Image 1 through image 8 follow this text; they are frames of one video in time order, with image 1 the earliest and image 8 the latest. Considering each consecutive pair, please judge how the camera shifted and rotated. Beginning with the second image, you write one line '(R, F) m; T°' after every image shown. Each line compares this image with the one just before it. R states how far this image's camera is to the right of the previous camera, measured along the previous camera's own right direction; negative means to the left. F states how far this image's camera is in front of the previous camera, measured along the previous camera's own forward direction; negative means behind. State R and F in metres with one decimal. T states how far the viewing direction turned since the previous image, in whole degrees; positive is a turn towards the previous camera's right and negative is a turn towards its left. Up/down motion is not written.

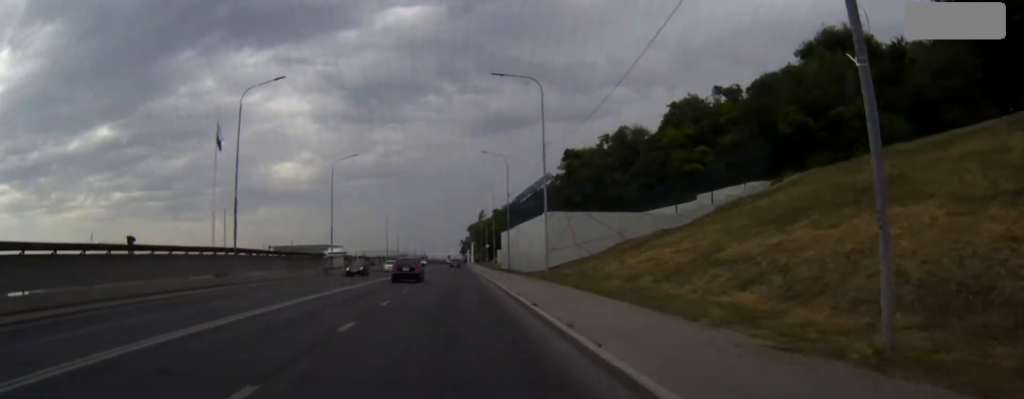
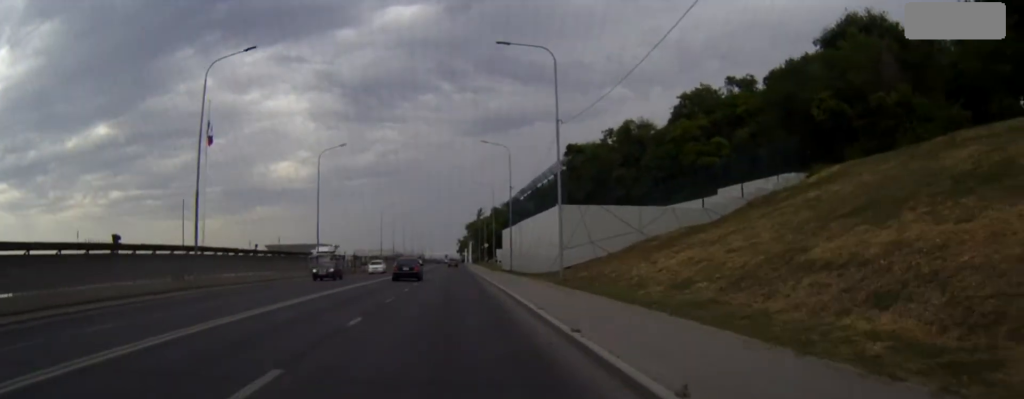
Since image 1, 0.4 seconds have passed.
(0.0, +6.7) m; 0°
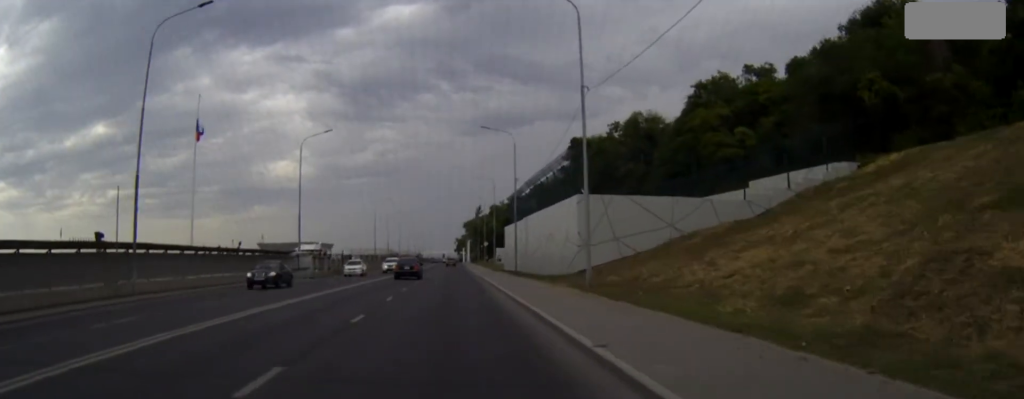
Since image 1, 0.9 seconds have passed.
(0.0, +7.8) m; 0°
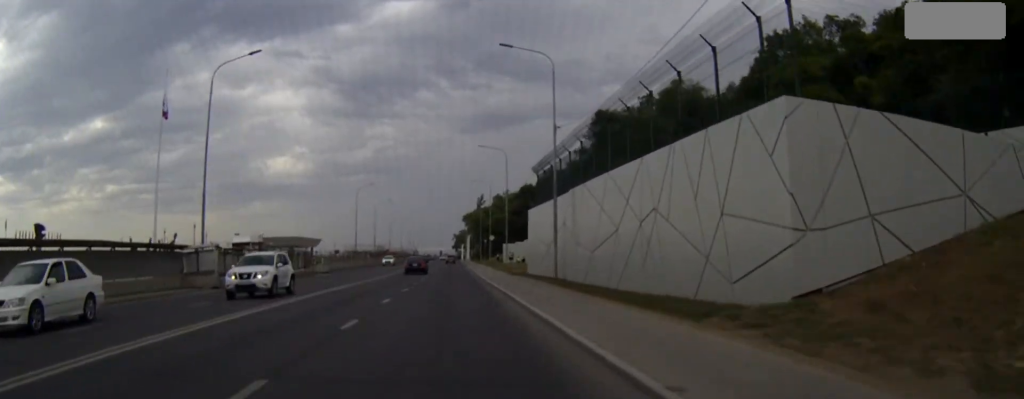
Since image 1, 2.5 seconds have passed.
(+0.1, +25.4) m; 0°
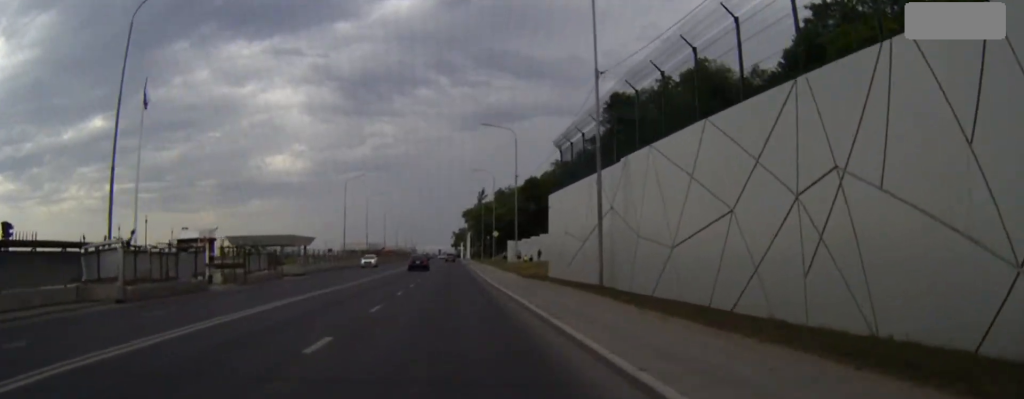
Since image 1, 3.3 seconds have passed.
(0.0, +11.7) m; 0°
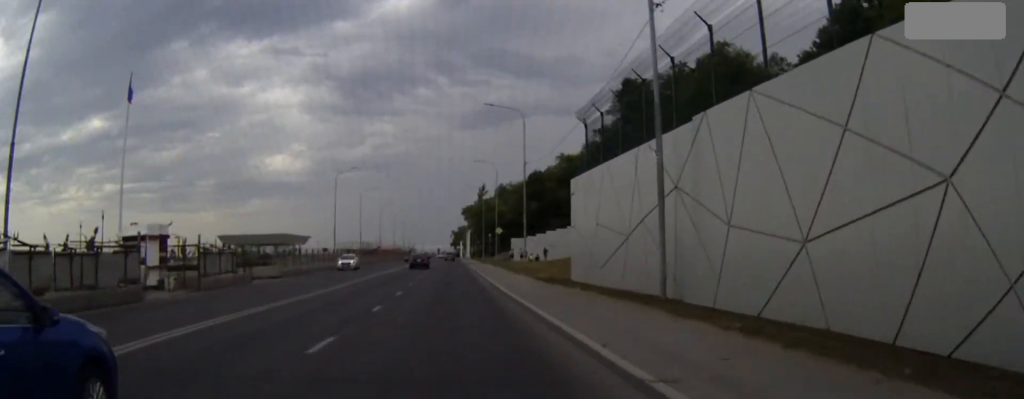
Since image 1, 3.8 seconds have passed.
(+0.1, +8.0) m; 0°
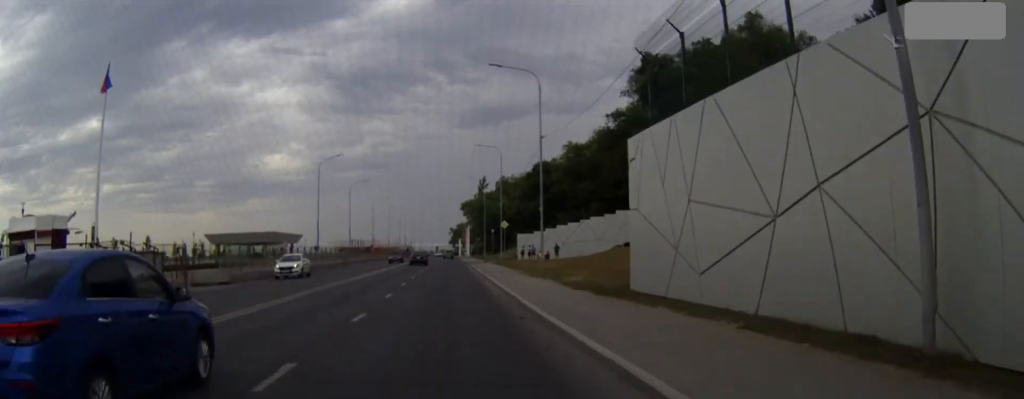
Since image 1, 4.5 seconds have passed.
(0.0, +11.2) m; 0°
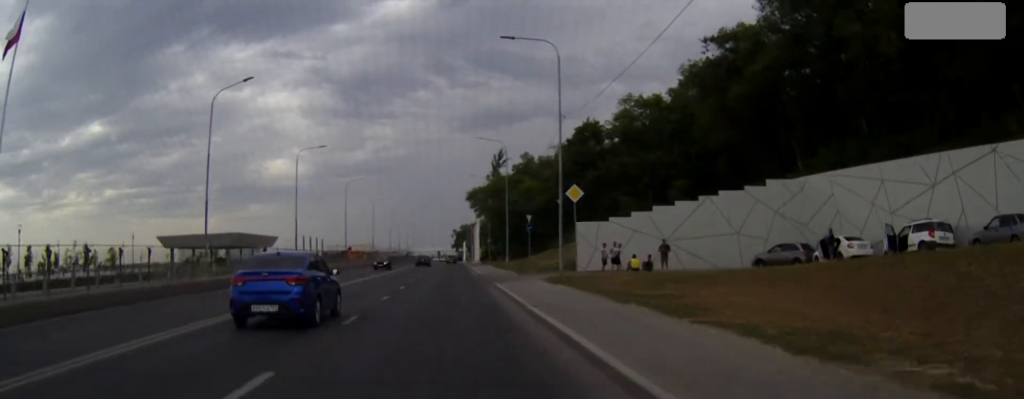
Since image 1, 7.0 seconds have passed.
(+0.1, +40.9) m; 0°
